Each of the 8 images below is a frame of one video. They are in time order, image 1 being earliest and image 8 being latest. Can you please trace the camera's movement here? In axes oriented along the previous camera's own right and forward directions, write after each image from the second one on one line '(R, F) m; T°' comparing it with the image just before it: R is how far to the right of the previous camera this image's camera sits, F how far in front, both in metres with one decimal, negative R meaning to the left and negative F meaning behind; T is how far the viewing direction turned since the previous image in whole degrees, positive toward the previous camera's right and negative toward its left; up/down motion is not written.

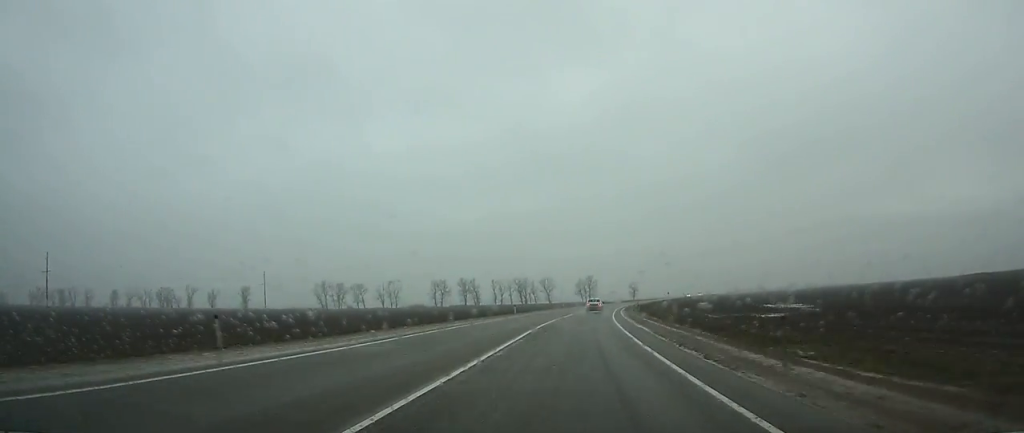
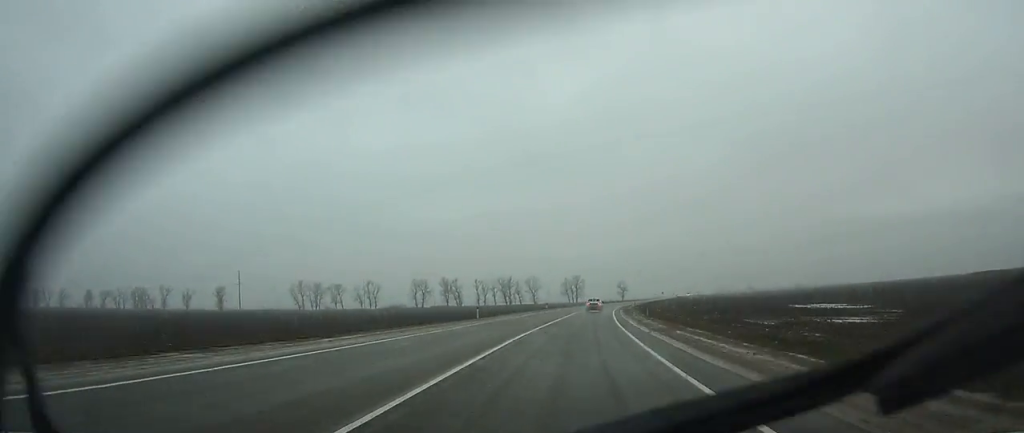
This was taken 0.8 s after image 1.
(+0.3, +16.8) m; +1°
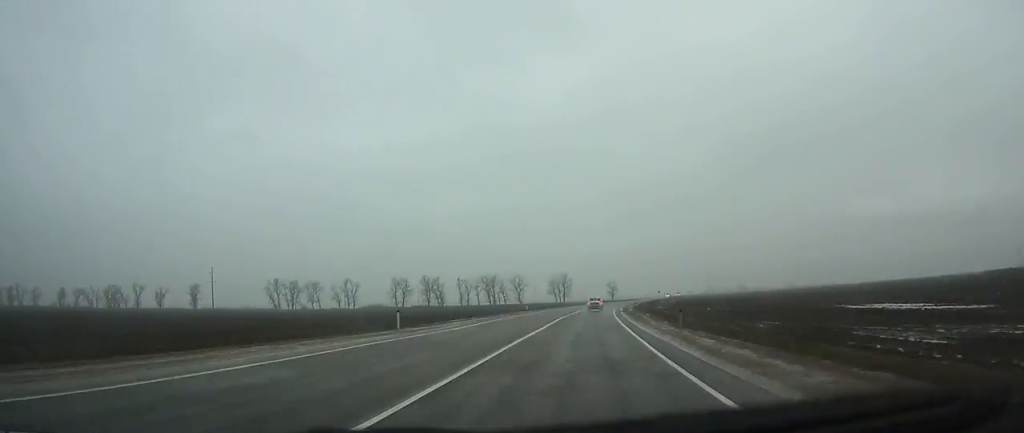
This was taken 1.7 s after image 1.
(-0.1, +18.2) m; +1°
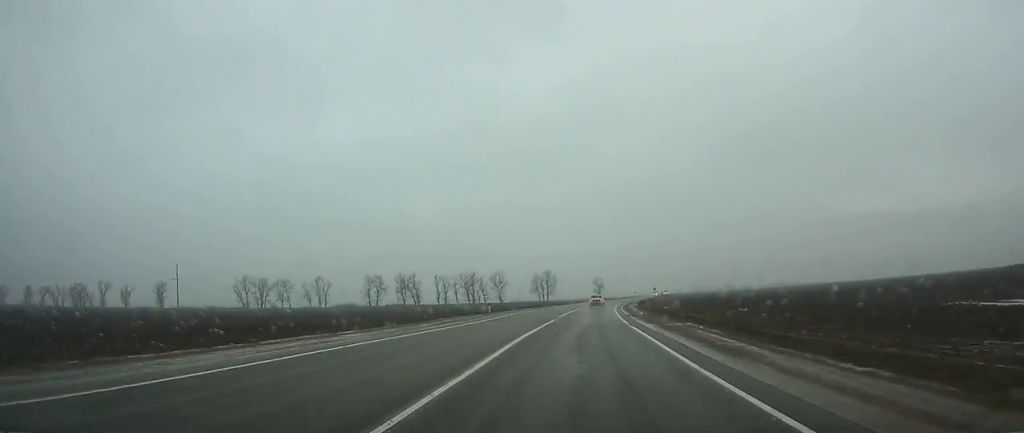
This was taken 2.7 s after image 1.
(+0.6, +22.5) m; +2°
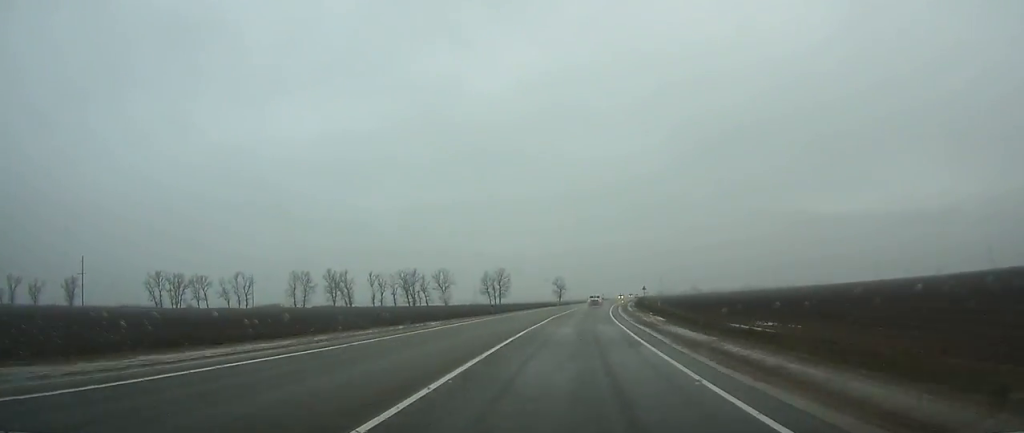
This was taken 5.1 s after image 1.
(+1.8, +50.8) m; +4°
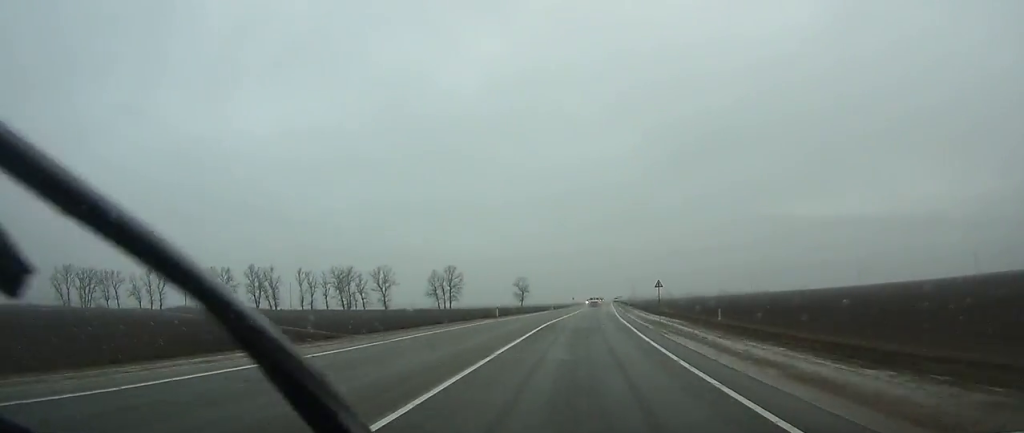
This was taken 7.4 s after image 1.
(+1.5, +48.6) m; +3°
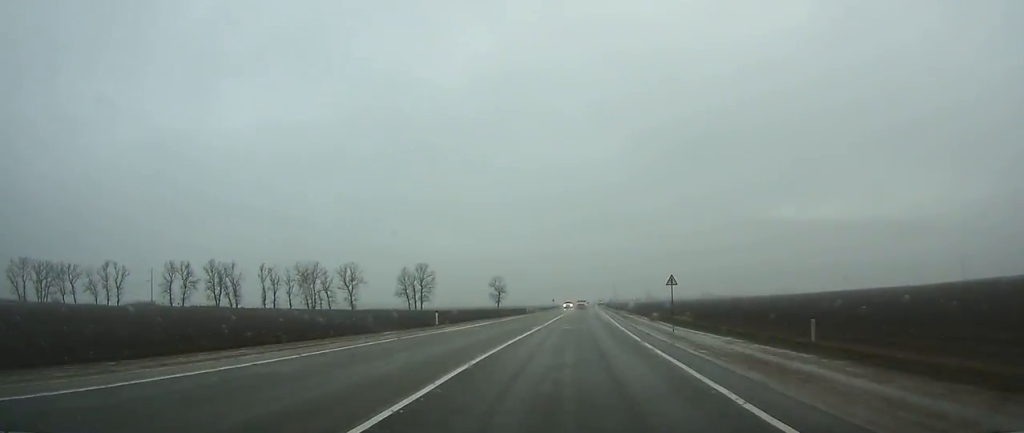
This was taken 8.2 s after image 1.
(+0.1, +17.4) m; +1°
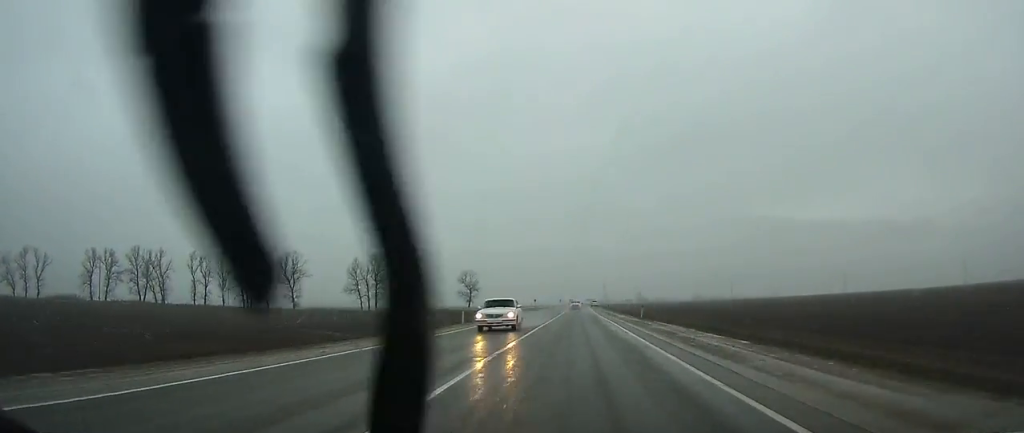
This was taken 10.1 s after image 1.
(+0.7, +42.2) m; +1°
